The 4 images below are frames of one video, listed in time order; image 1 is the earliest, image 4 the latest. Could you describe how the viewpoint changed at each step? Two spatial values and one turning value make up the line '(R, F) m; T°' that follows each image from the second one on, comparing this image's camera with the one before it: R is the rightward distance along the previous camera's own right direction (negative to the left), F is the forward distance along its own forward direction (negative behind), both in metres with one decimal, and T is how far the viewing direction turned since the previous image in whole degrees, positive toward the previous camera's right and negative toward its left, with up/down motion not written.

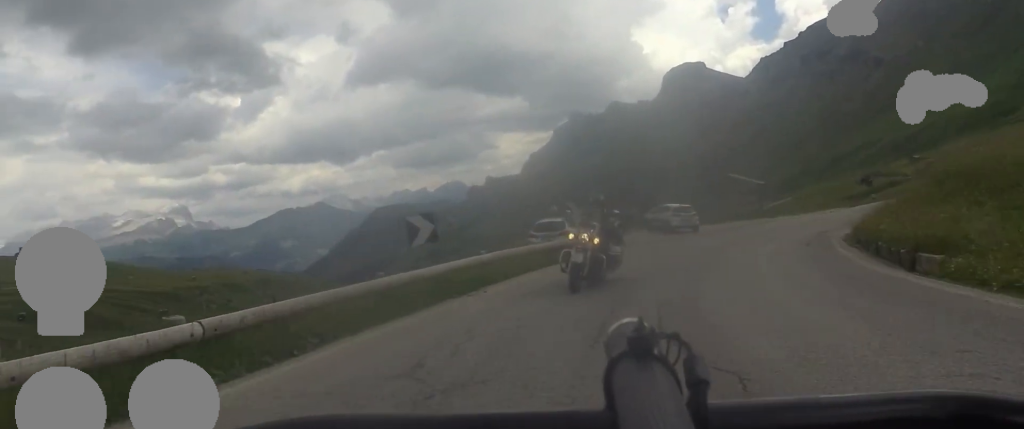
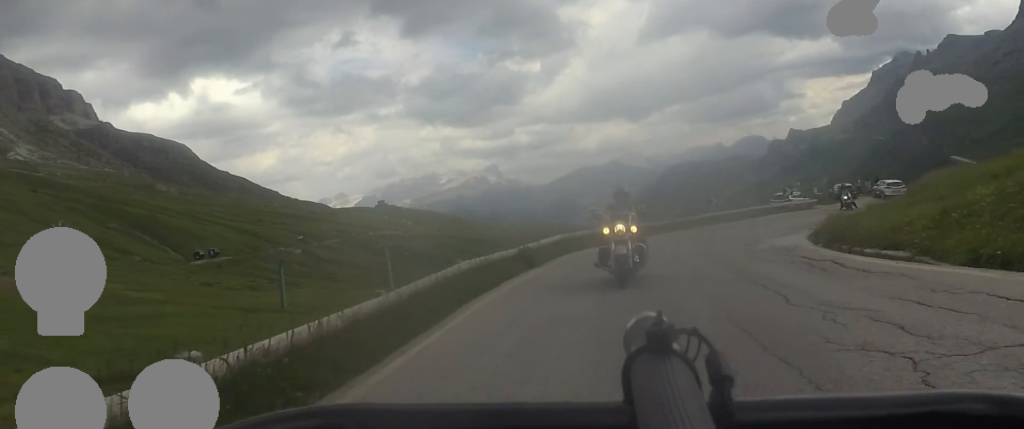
(-7.5, +23.8) m; -19°
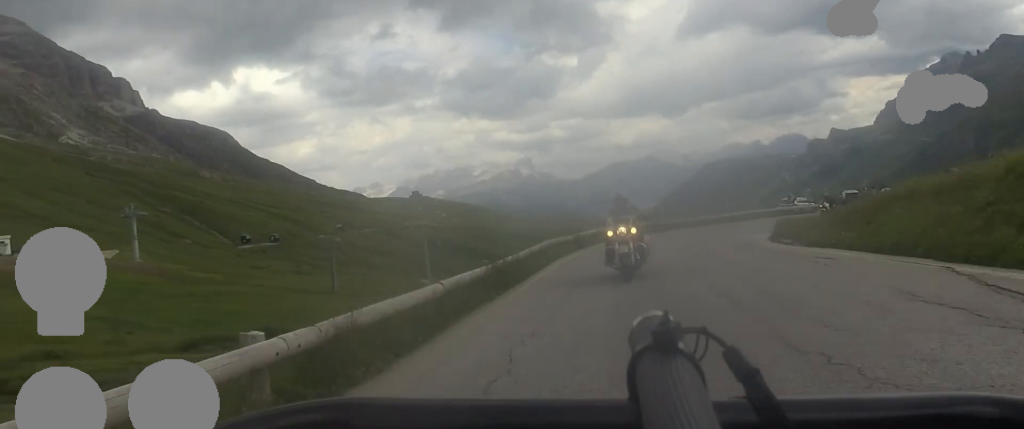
(0.0, +8.3) m; -7°
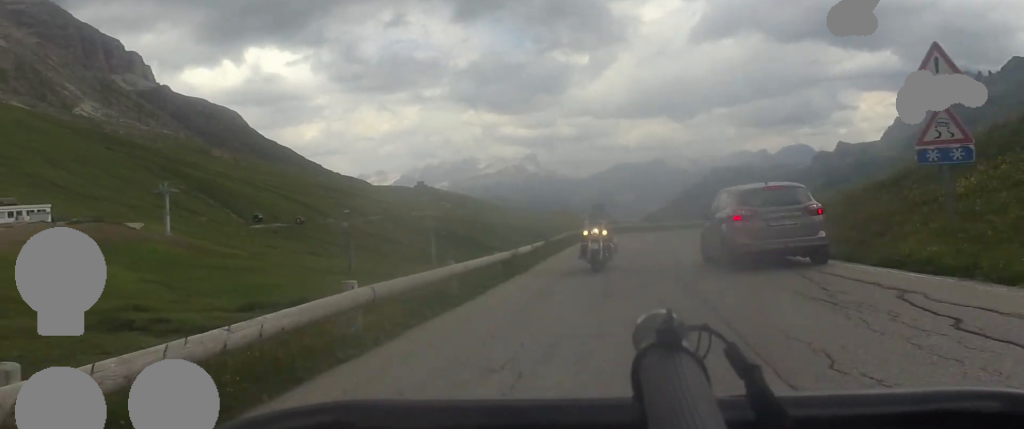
(-1.2, +10.0) m; -1°
